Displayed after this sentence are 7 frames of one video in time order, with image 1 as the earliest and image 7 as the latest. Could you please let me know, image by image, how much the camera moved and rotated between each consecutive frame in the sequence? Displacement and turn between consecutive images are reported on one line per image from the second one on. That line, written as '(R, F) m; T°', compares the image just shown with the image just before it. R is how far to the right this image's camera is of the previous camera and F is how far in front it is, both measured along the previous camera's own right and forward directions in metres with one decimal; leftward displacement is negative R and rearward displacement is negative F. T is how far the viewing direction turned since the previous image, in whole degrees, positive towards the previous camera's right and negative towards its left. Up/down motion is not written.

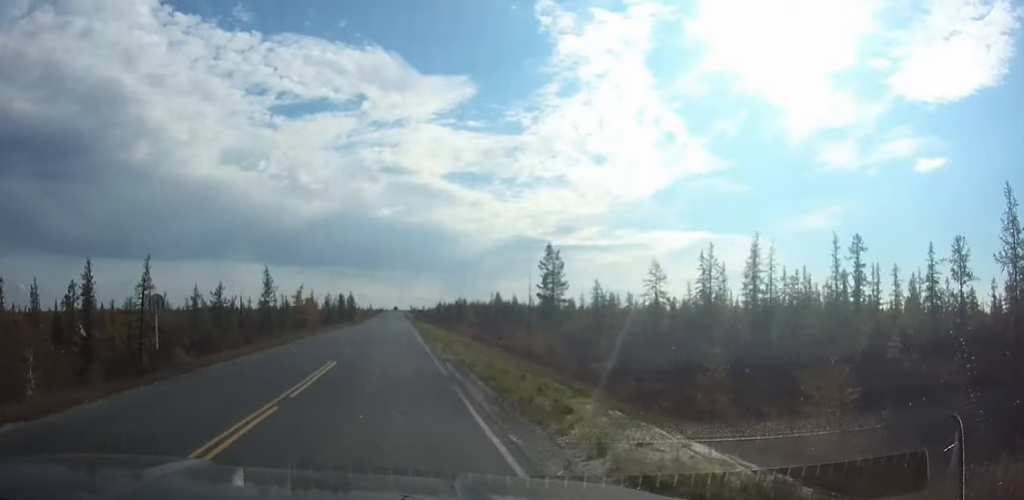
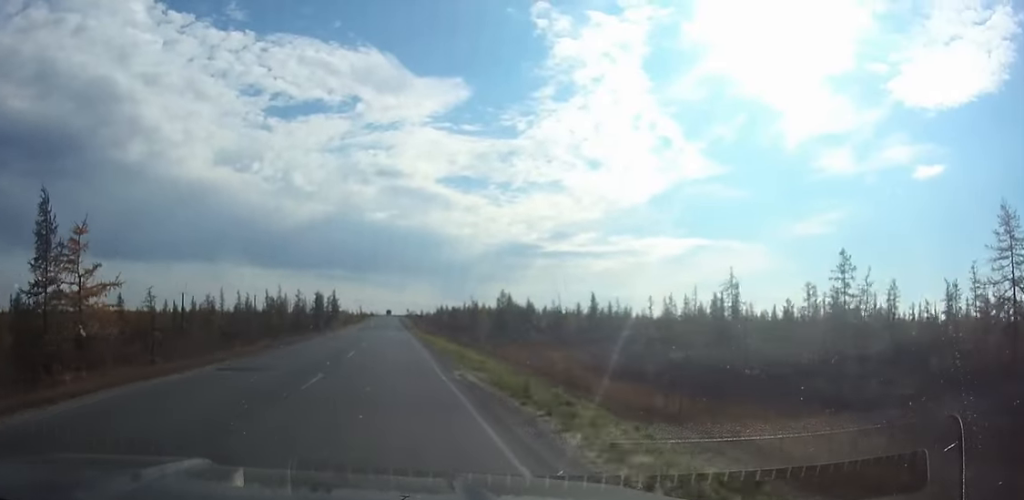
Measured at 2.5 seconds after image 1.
(-0.1, +48.4) m; 0°
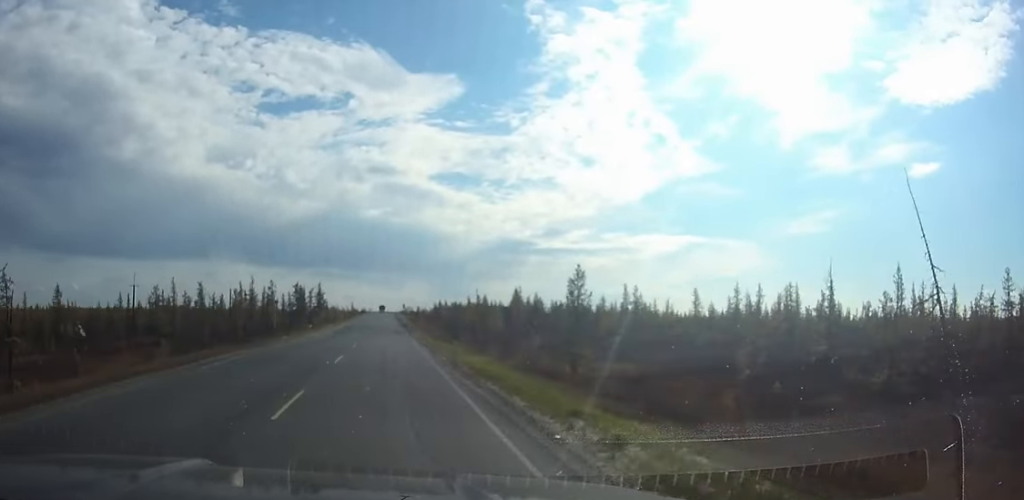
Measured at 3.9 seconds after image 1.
(0.0, +25.1) m; 0°
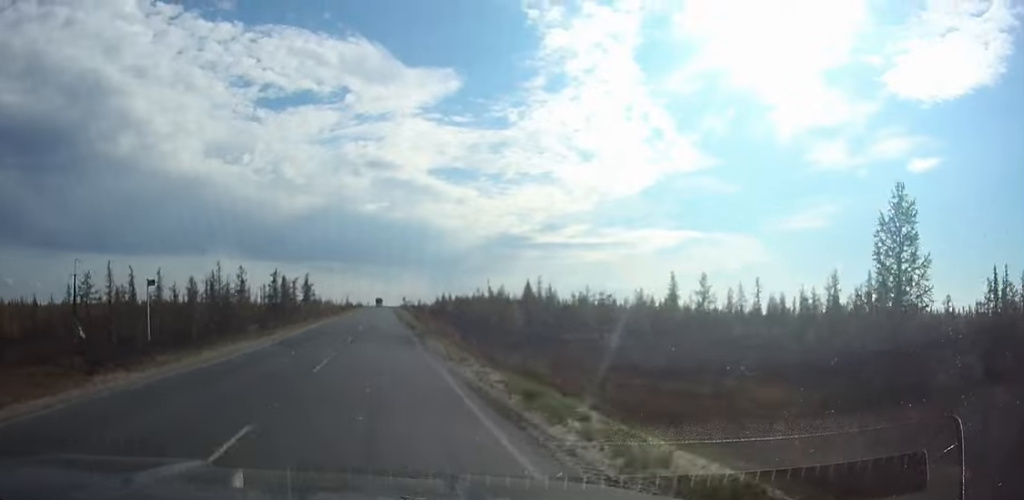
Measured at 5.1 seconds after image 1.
(+0.1, +21.7) m; 0°
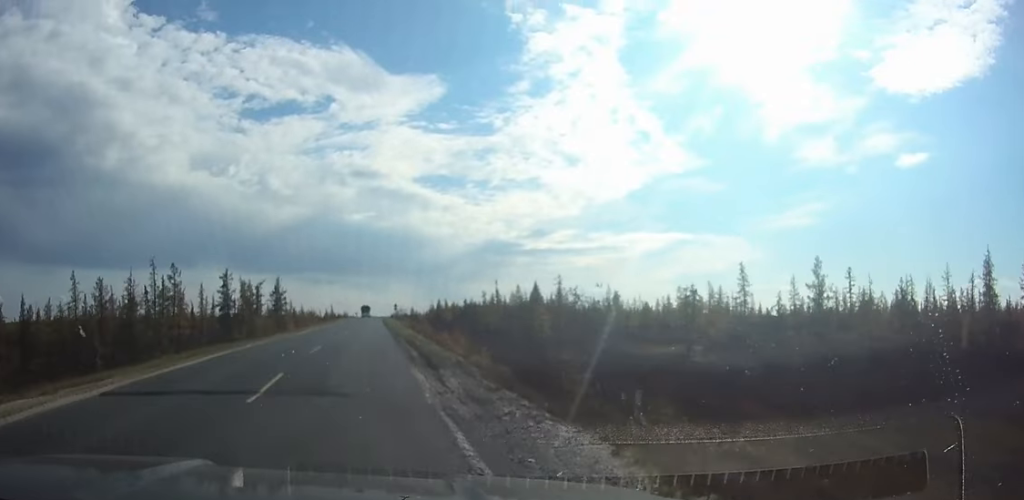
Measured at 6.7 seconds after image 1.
(-0.1, +26.1) m; -1°
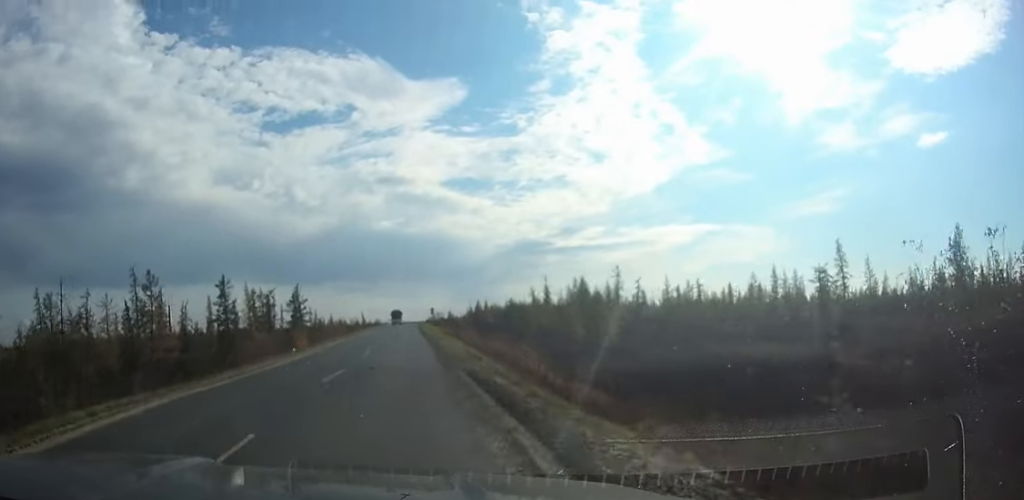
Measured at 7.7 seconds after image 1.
(-0.1, +16.2) m; 0°
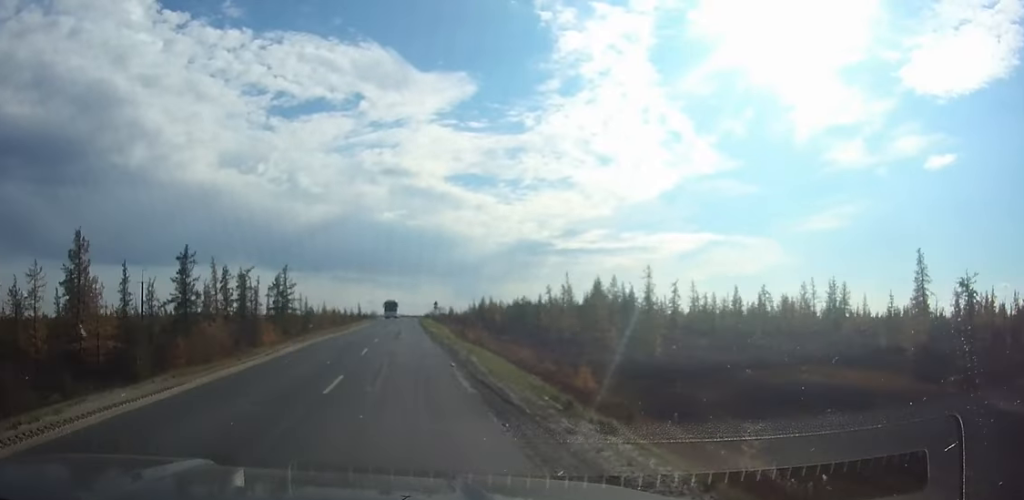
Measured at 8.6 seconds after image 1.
(-0.1, +14.7) m; 0°
